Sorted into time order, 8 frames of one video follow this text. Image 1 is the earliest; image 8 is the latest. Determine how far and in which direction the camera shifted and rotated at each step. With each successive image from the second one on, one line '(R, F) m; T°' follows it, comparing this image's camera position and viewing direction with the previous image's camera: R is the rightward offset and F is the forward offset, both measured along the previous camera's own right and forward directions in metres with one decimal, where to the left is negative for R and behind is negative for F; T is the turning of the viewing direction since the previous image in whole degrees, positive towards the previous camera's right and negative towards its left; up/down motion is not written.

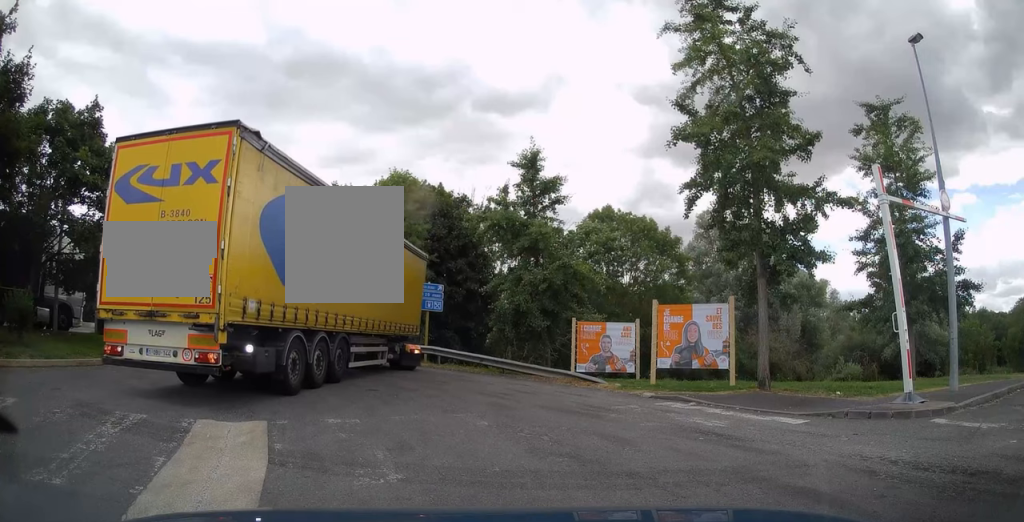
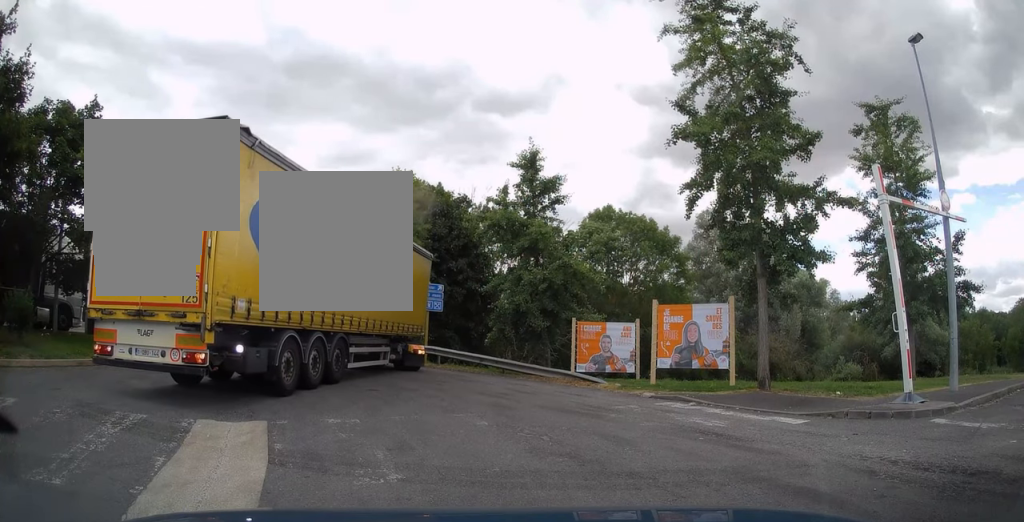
(0.0, 0.0) m; 0°
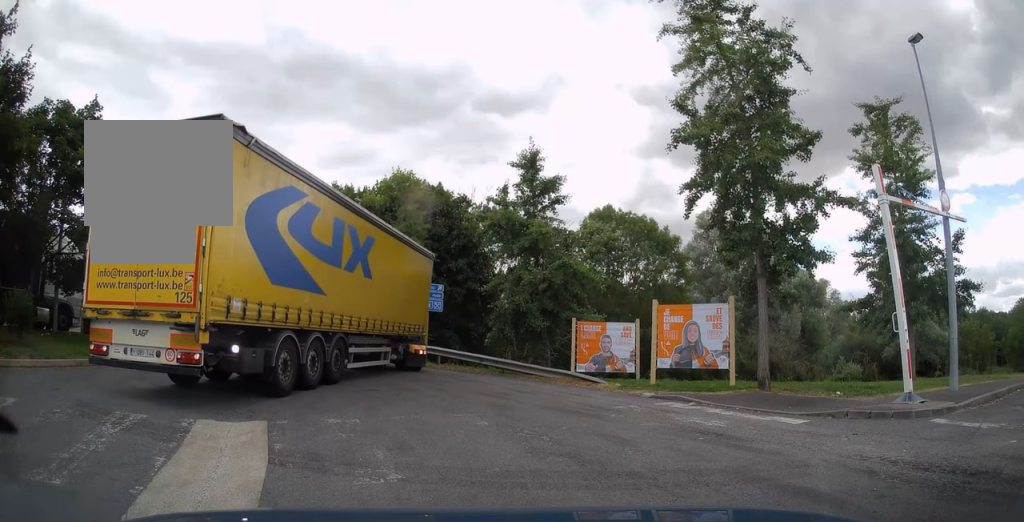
(0.0, 0.0) m; 0°
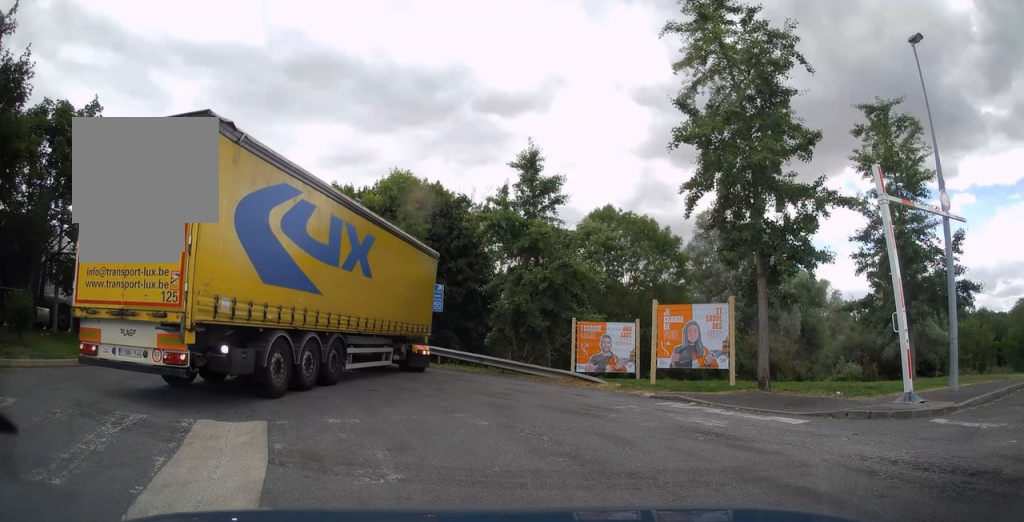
(0.0, 0.0) m; 0°
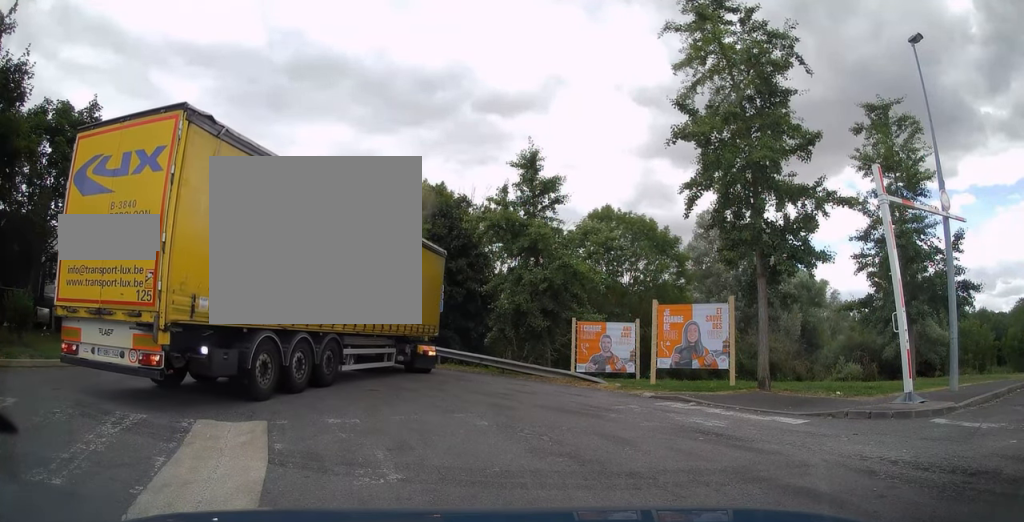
(0.0, 0.0) m; 0°
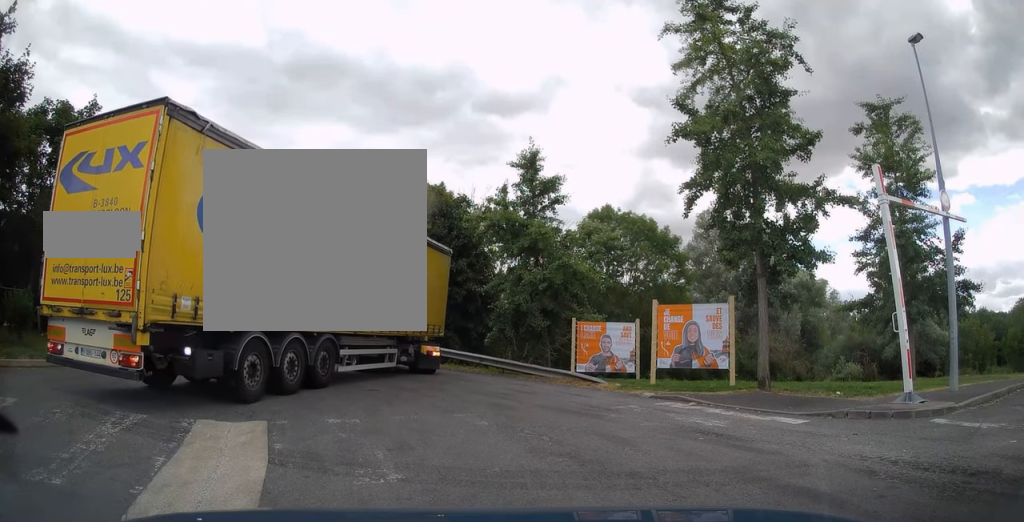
(0.0, 0.0) m; 0°
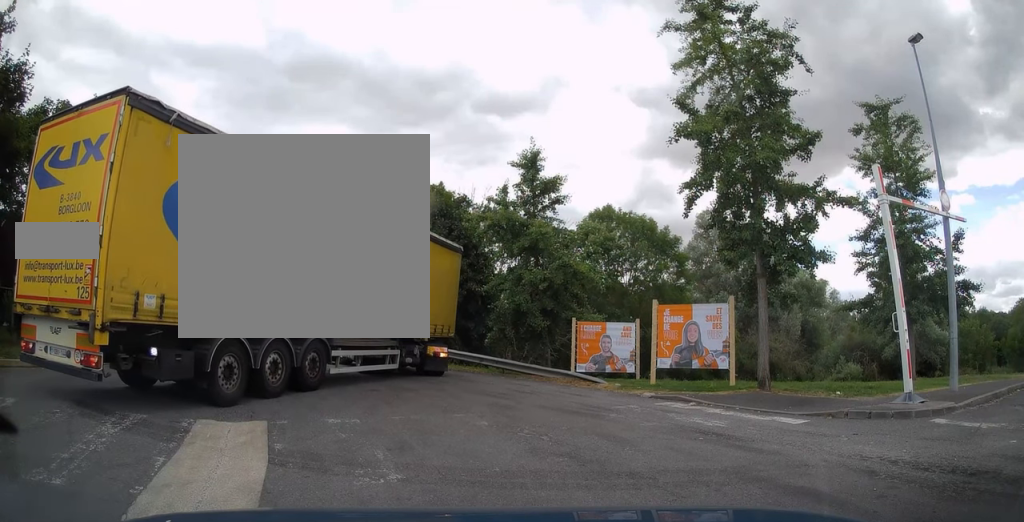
(0.0, 0.0) m; 0°
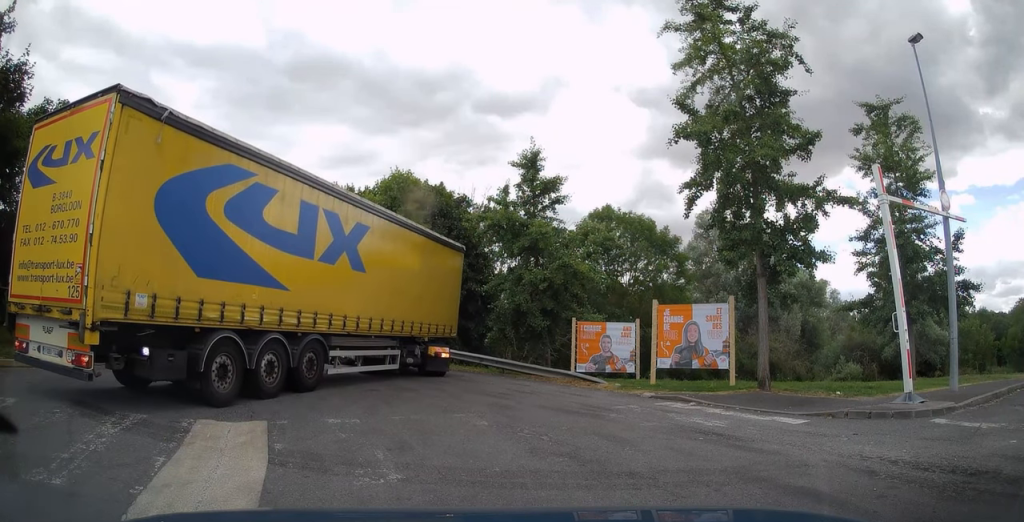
(0.0, 0.0) m; 0°
